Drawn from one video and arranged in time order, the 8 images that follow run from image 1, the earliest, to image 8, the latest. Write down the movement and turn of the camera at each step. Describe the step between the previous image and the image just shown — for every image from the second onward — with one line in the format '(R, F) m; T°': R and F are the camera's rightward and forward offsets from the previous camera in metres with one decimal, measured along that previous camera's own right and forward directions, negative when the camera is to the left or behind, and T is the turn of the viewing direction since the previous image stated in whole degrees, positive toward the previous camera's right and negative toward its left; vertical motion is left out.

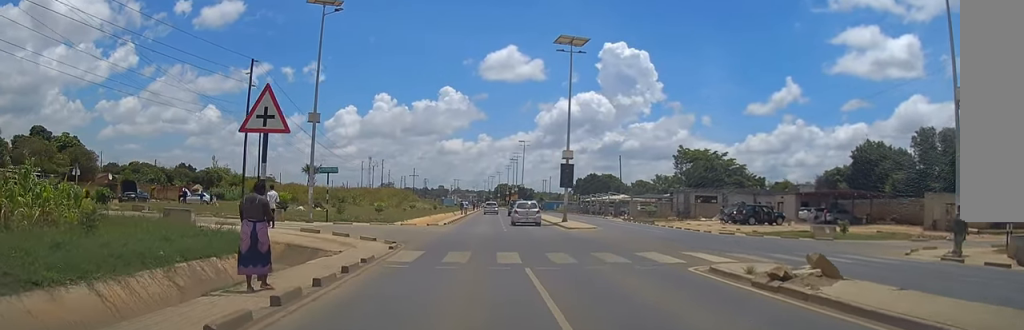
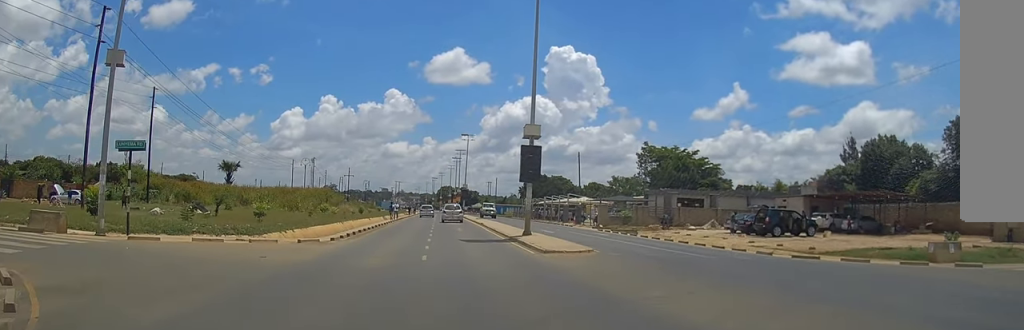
(+0.8, +16.2) m; +5°
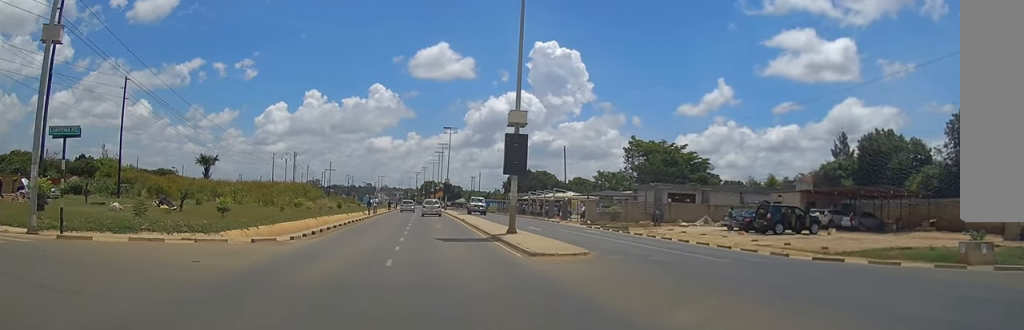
(+0.1, +2.7) m; +2°
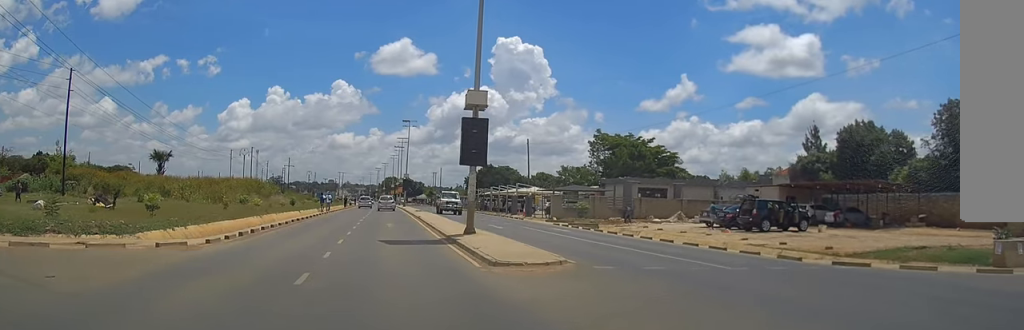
(+0.1, +3.8) m; +4°
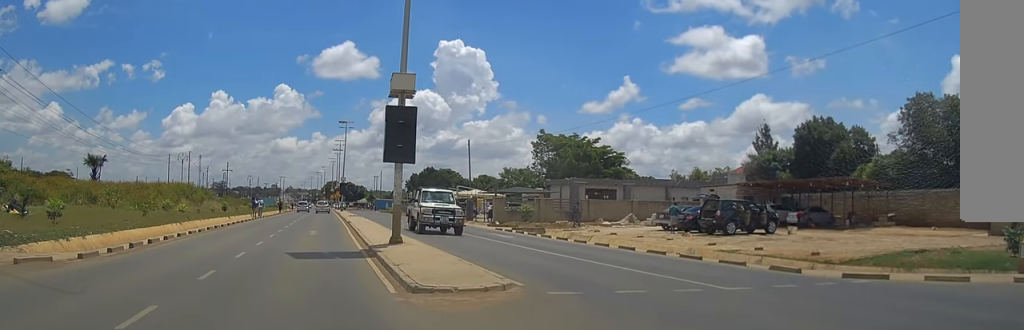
(+0.3, +4.0) m; +10°
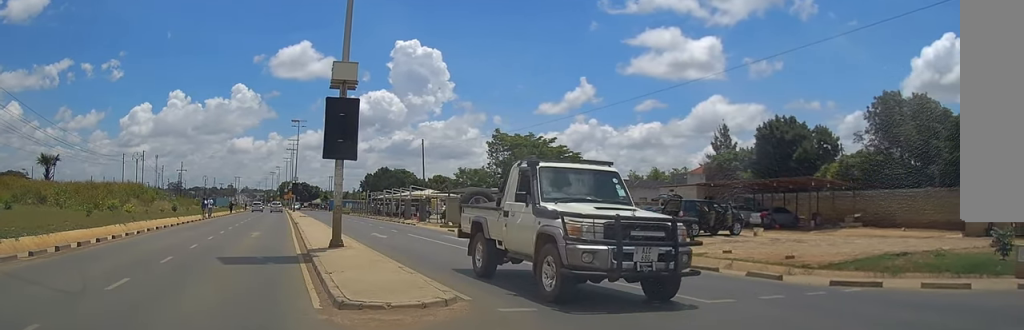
(+0.1, +1.6) m; +10°
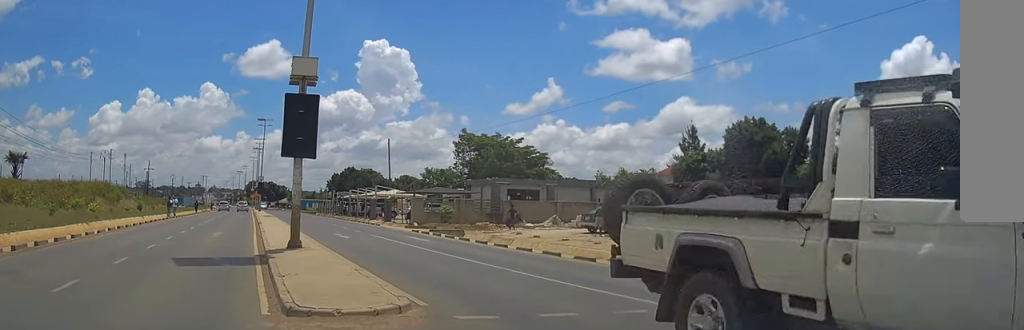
(0.0, +0.6) m; +9°
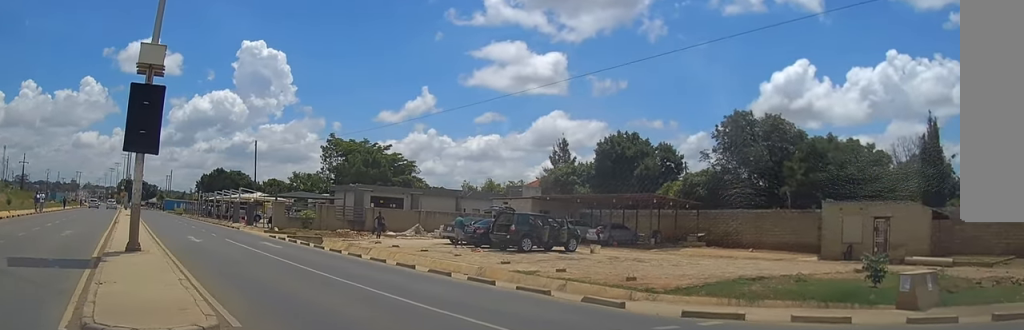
(0.0, +1.1) m; +20°
